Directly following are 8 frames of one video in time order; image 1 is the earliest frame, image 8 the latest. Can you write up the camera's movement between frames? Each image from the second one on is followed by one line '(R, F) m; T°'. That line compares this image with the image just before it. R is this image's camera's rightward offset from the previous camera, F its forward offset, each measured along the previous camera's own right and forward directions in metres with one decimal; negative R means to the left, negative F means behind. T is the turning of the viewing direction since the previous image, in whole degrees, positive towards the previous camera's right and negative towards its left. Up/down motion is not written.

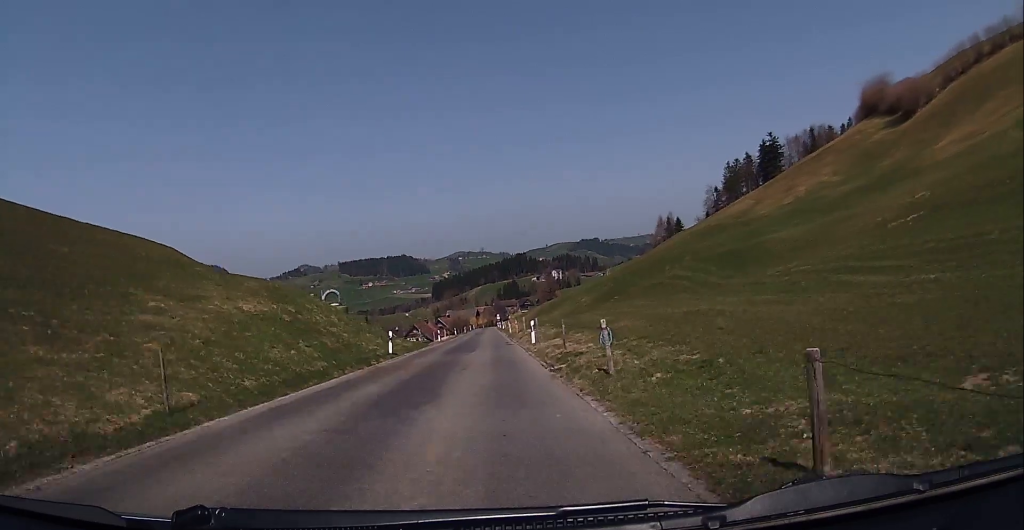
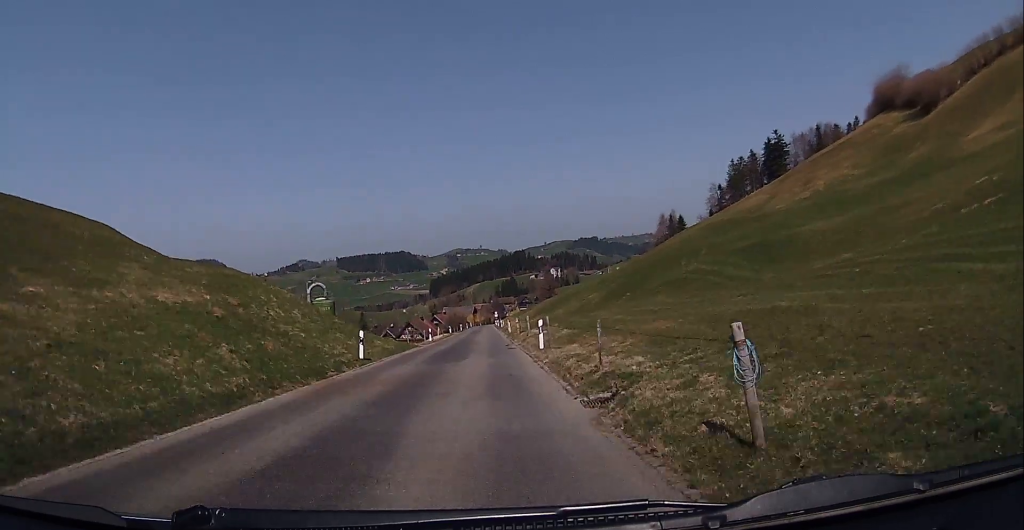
(0.0, +5.6) m; +1°
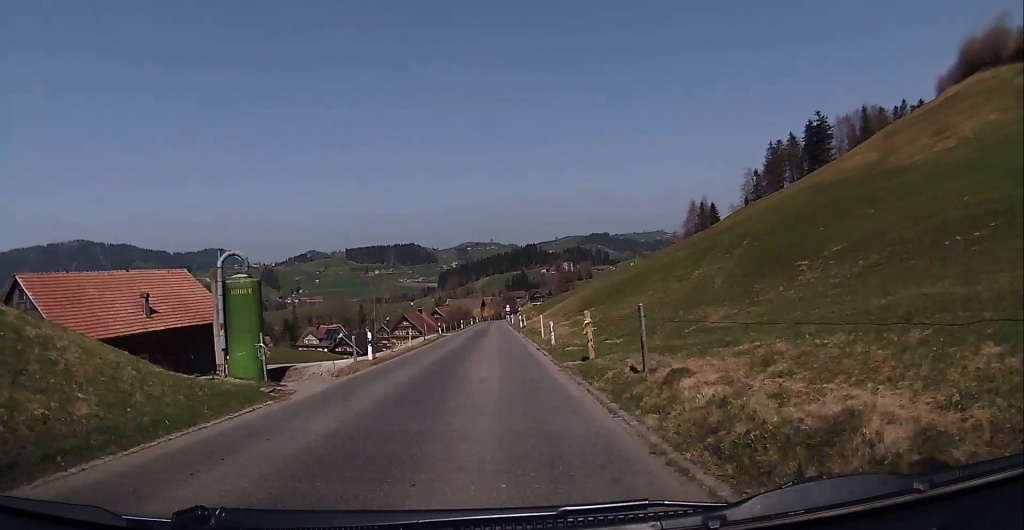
(+0.6, +27.7) m; +2°
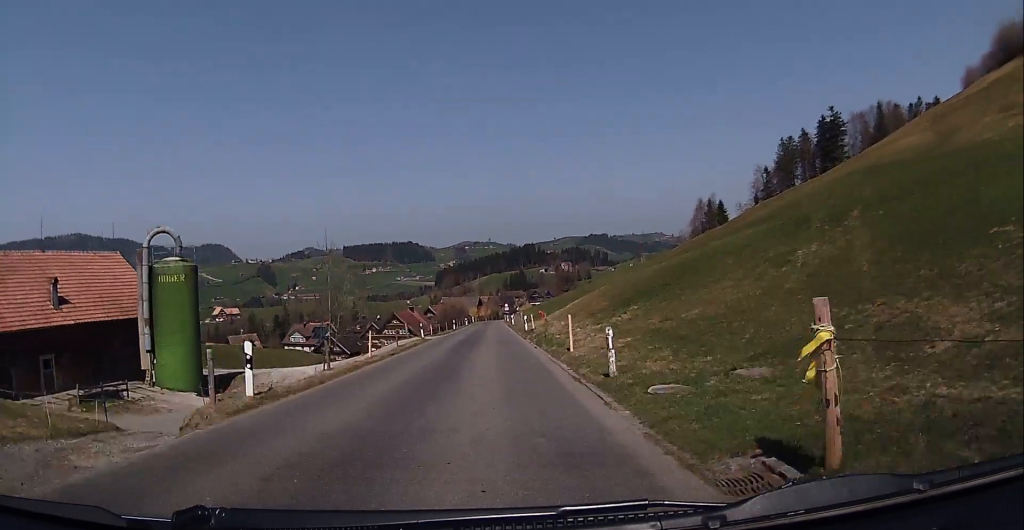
(-0.2, +11.1) m; 0°
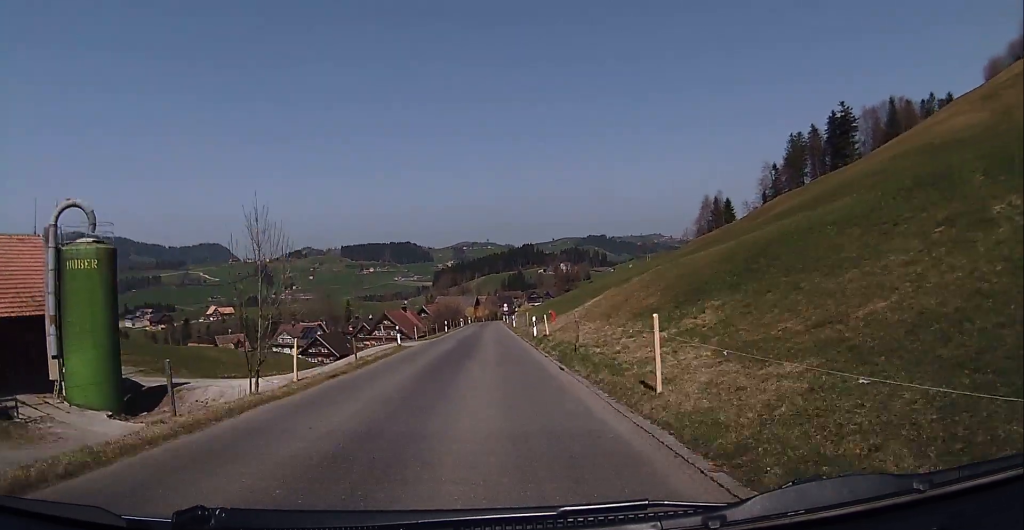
(+0.1, +9.3) m; 0°
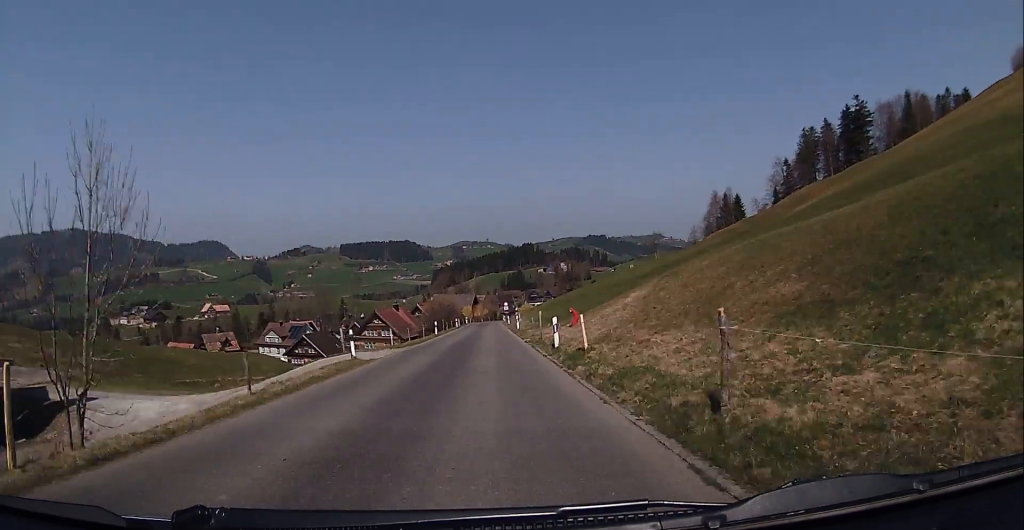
(0.0, +9.9) m; 0°
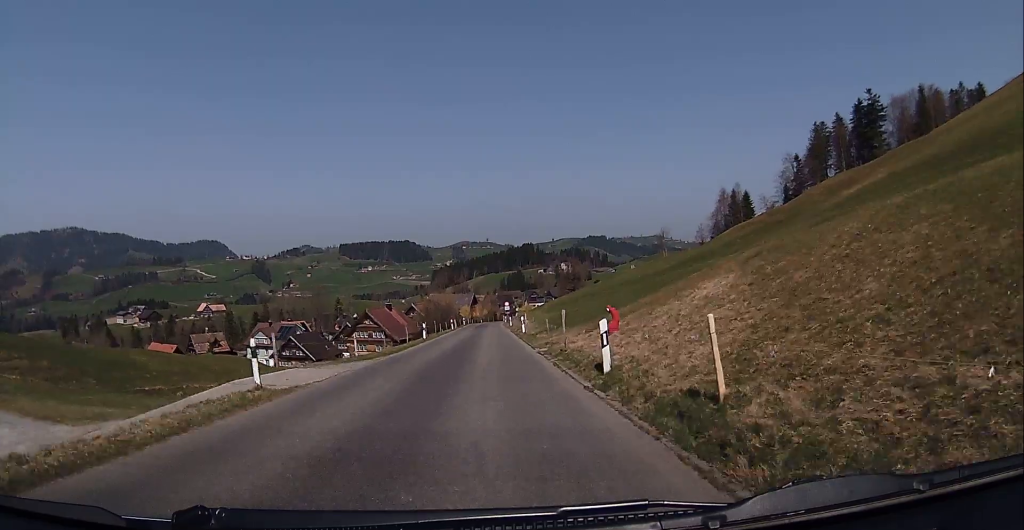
(-0.1, +8.5) m; 0°
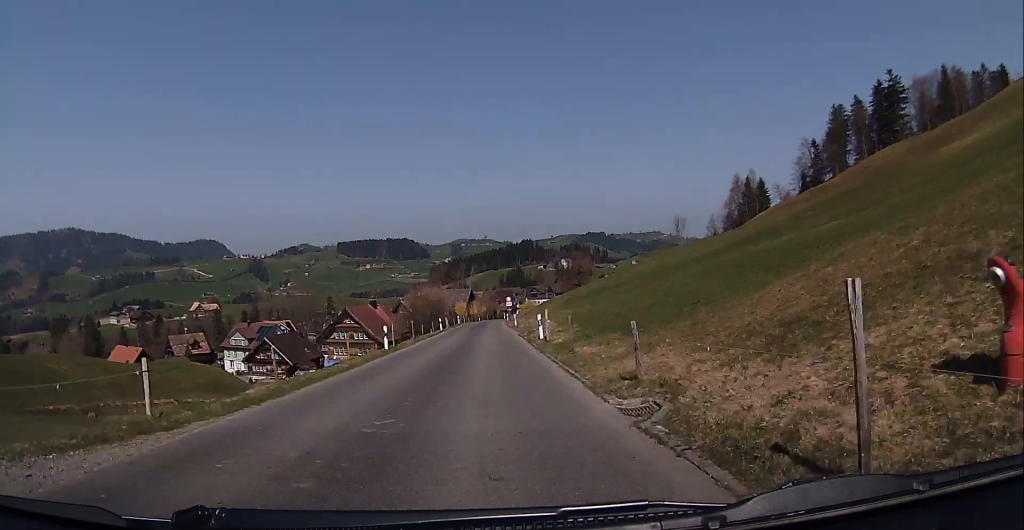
(+0.4, +15.3) m; +1°
